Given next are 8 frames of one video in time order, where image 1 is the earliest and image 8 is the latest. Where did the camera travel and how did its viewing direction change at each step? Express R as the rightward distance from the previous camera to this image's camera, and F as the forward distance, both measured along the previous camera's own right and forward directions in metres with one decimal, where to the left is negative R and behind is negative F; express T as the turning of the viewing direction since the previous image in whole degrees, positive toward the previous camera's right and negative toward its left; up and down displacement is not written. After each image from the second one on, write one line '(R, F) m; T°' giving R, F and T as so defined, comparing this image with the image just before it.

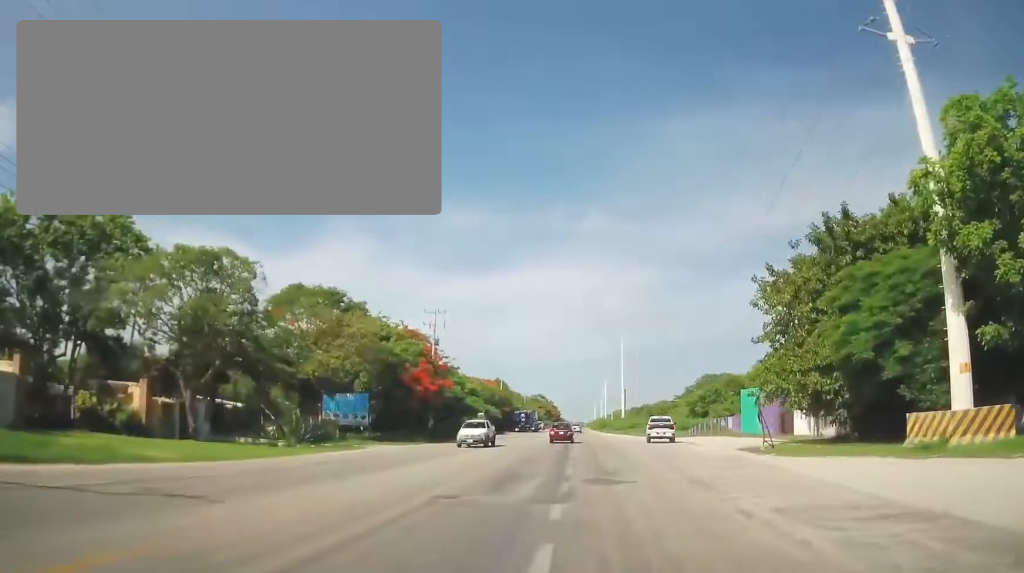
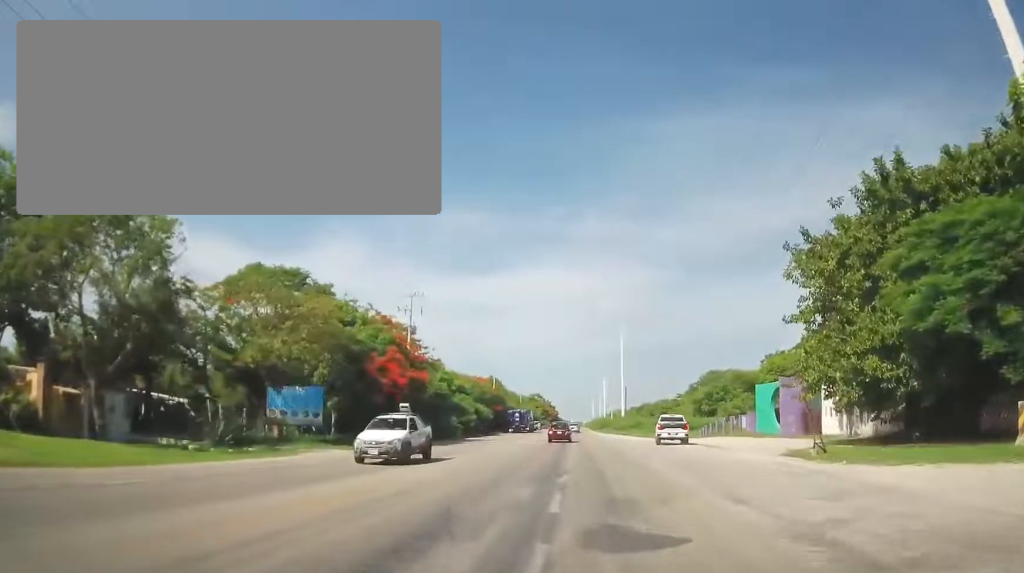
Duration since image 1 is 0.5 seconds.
(0.0, +6.8) m; 0°
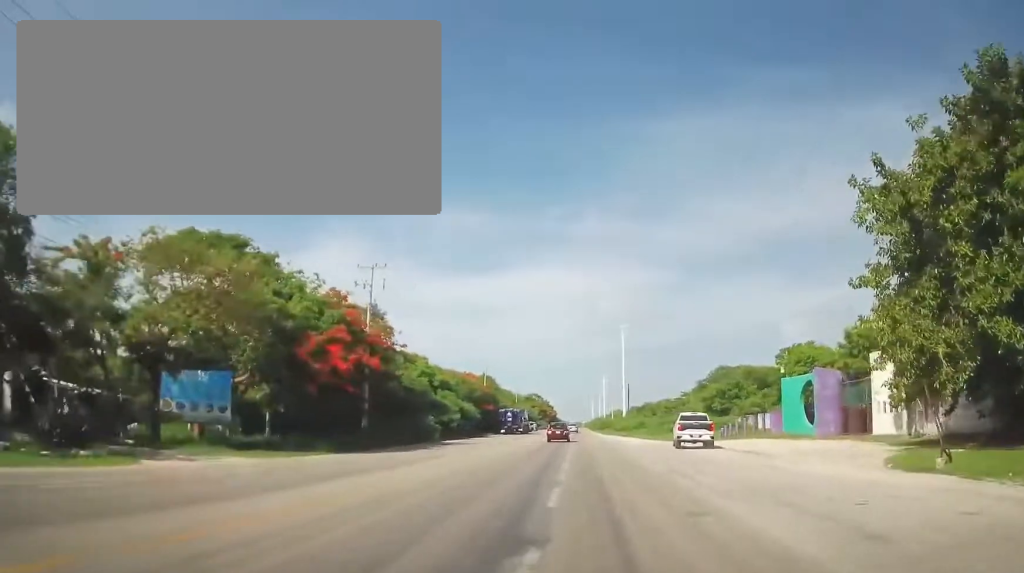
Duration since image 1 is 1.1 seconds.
(-0.2, +8.9) m; 0°
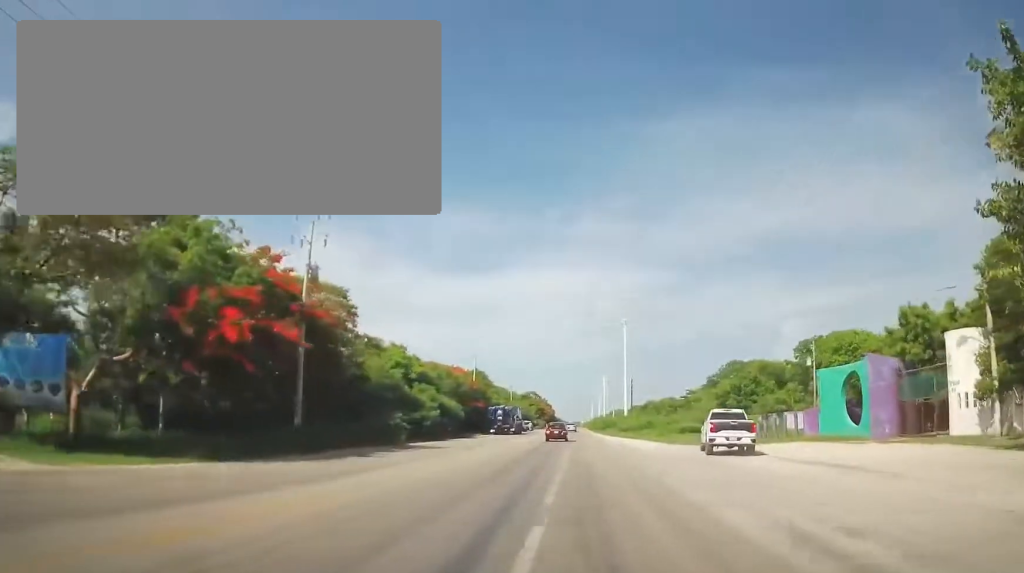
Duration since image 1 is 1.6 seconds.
(+0.1, +9.5) m; +1°
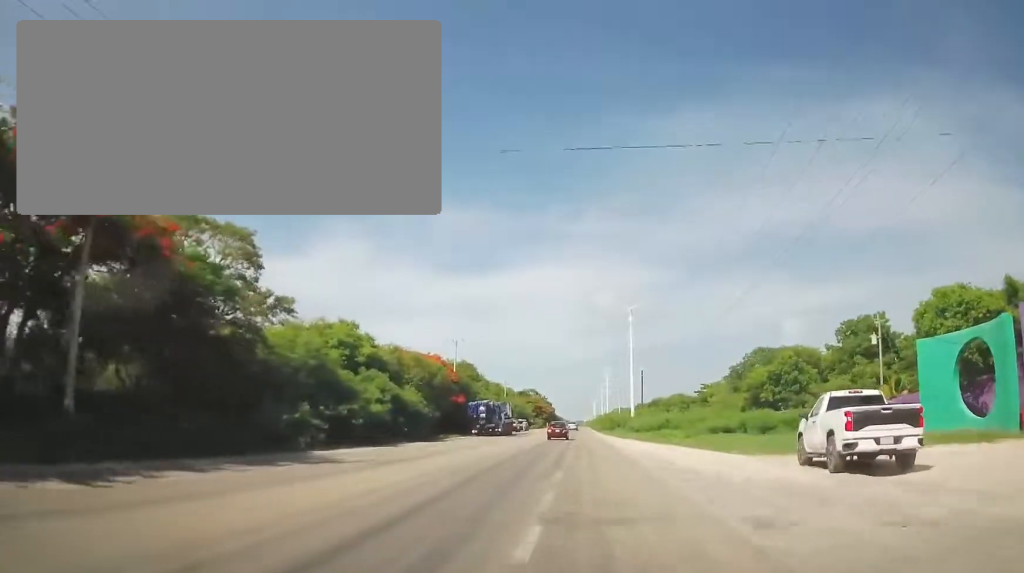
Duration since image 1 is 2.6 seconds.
(+0.3, +15.5) m; +2°
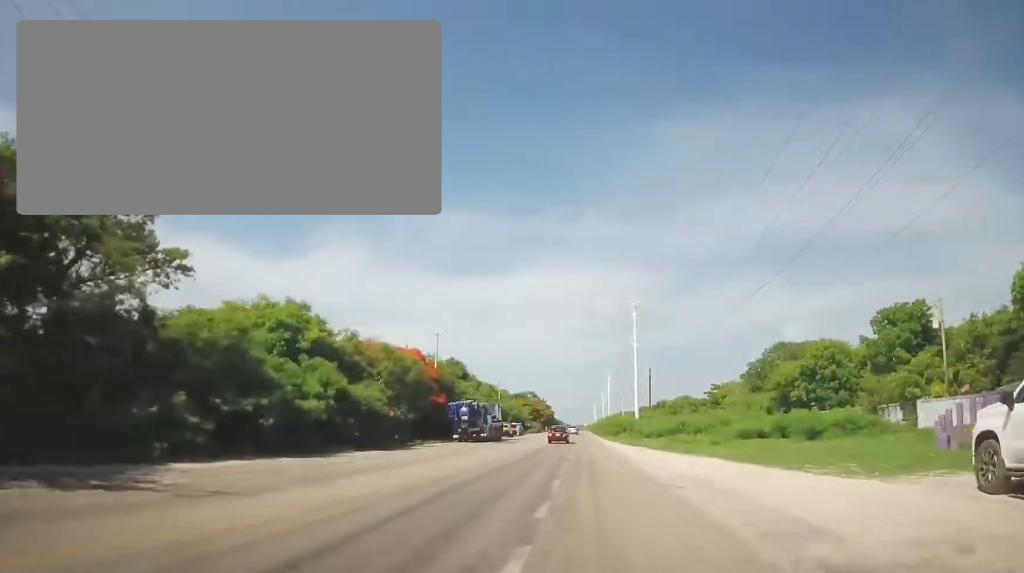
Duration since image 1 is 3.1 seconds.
(-0.2, +10.1) m; +2°
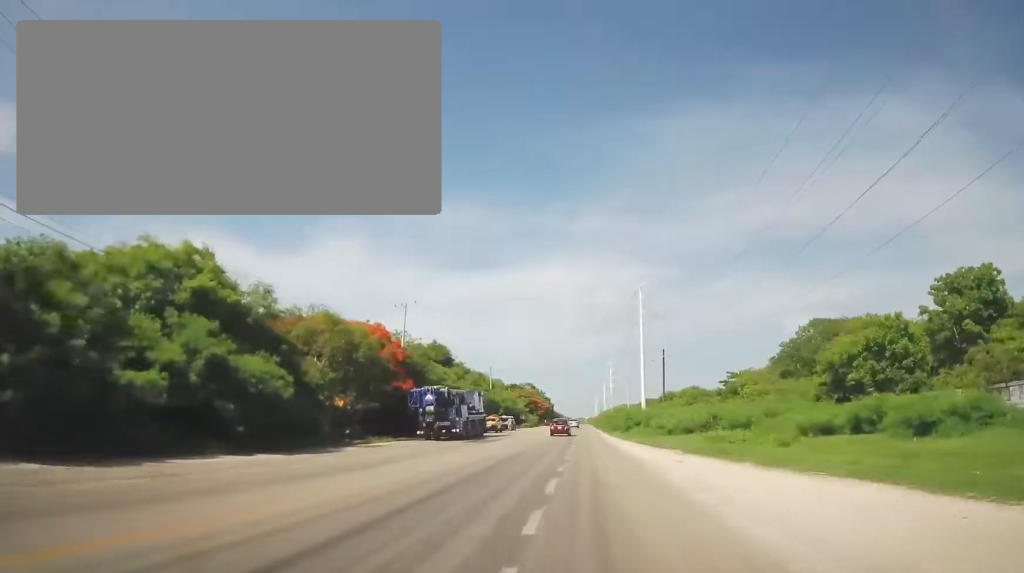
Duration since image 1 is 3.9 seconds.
(+0.6, +12.9) m; 0°
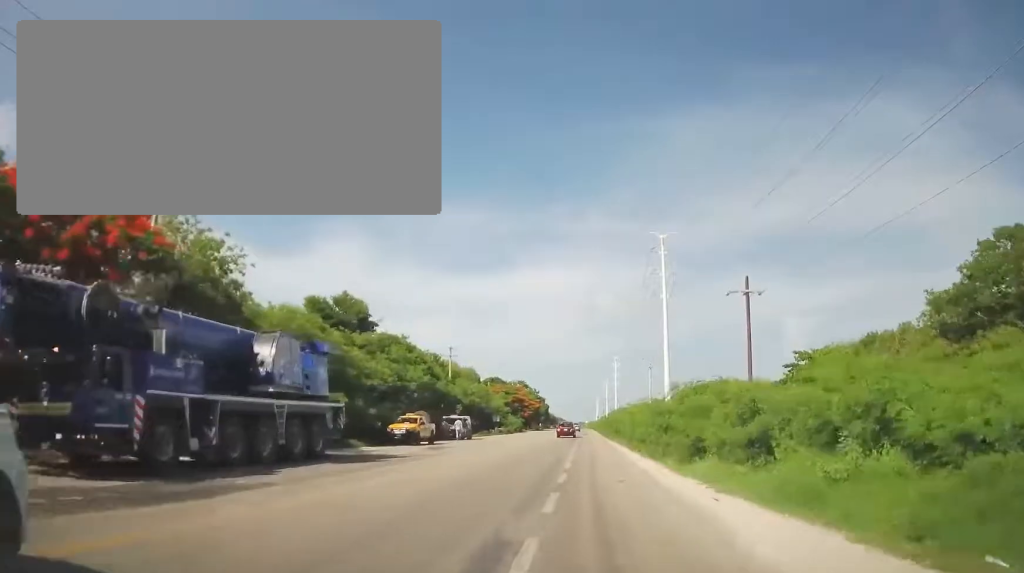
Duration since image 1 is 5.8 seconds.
(-0.5, +34.8) m; 0°
